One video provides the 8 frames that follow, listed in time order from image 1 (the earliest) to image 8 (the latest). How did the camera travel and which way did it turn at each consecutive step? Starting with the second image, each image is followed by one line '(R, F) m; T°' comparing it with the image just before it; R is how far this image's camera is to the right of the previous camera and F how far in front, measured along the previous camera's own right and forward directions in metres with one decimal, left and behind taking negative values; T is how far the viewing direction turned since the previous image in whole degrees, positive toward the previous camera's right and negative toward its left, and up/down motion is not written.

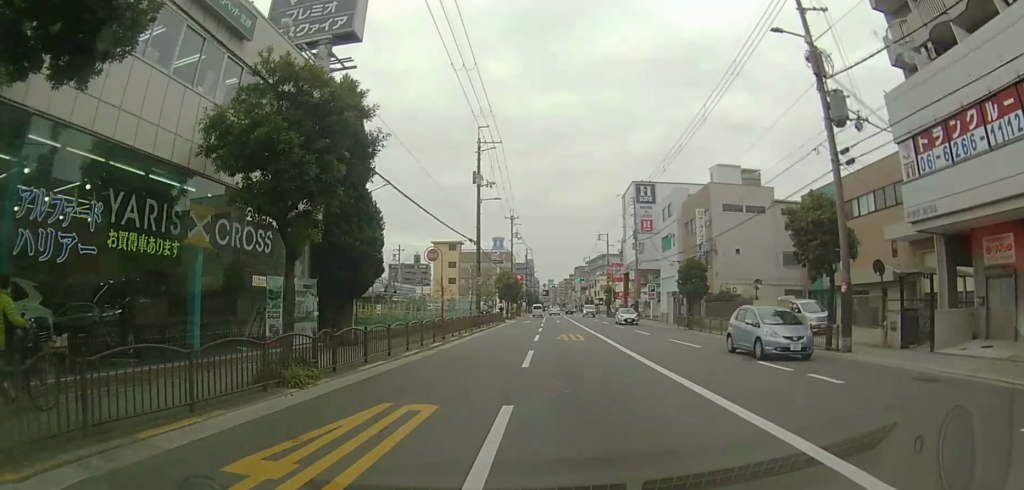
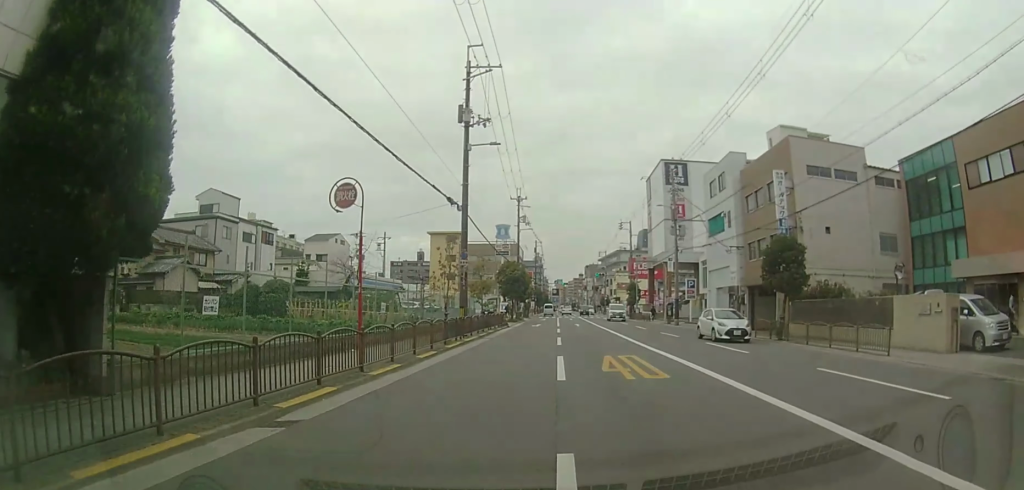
(-0.2, +12.6) m; -1°
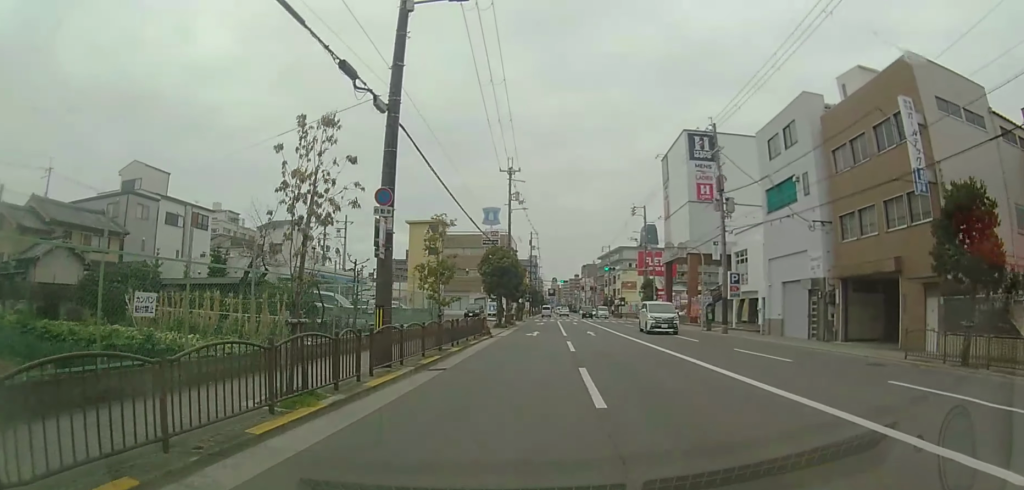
(0.0, +12.1) m; +1°
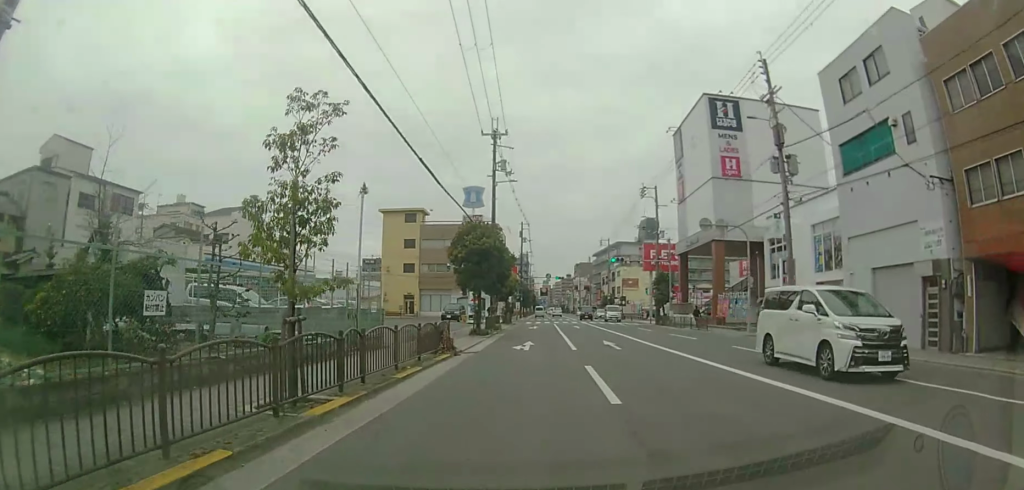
(+0.2, +10.3) m; +1°
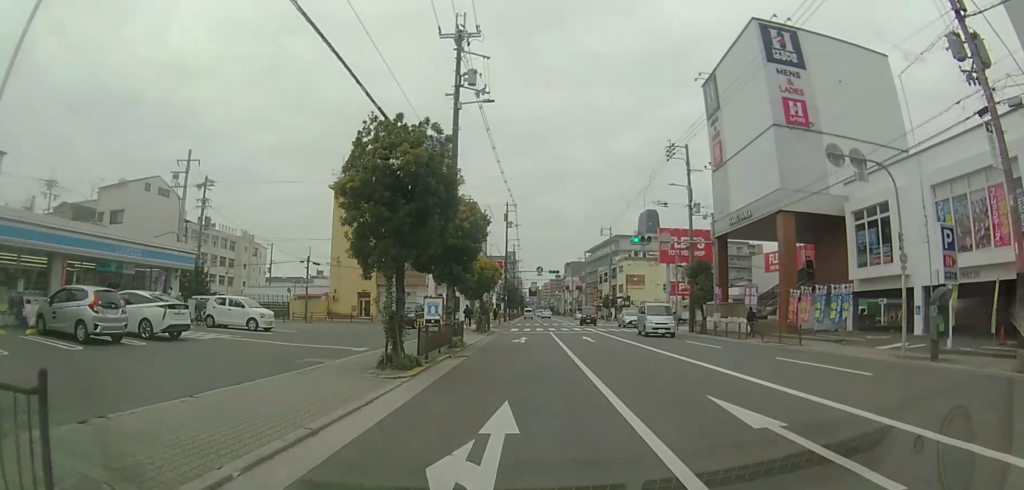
(0.0, +14.6) m; 0°
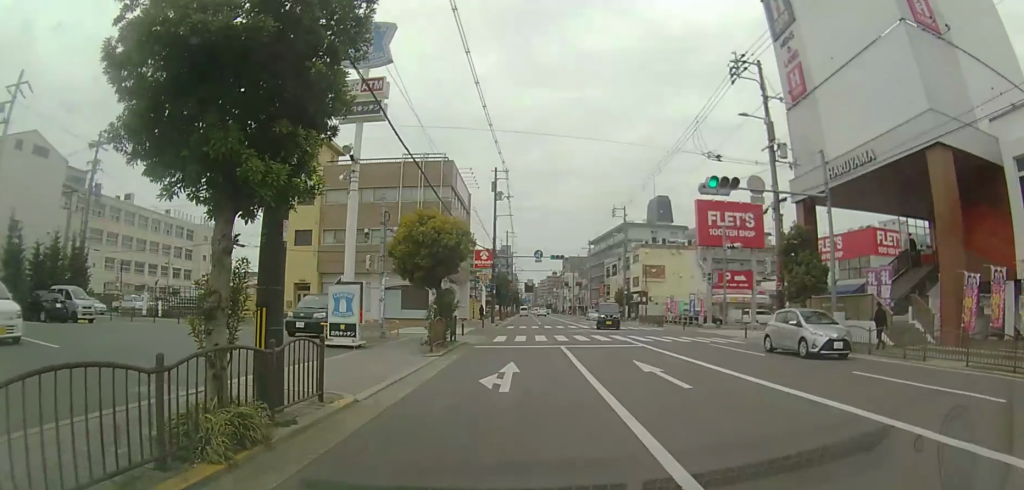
(0.0, +14.4) m; 0°
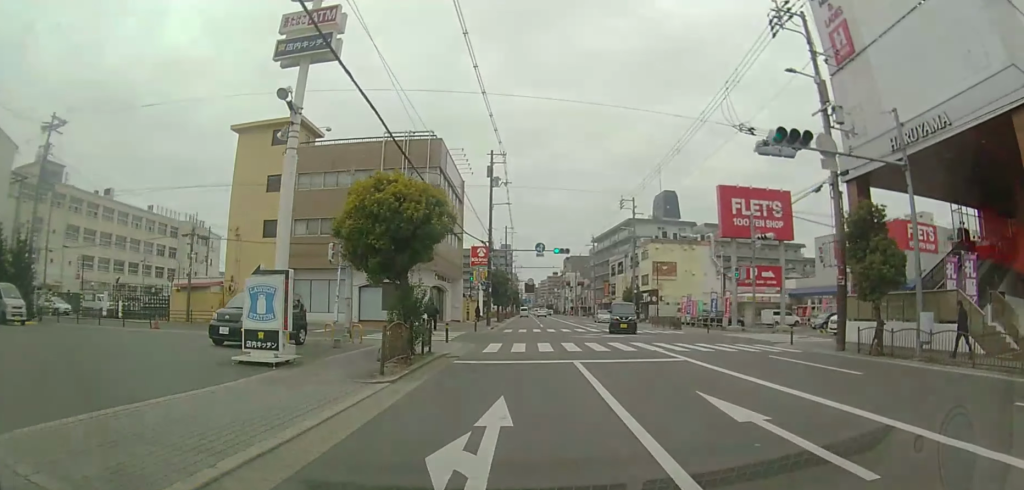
(0.0, +5.1) m; 0°
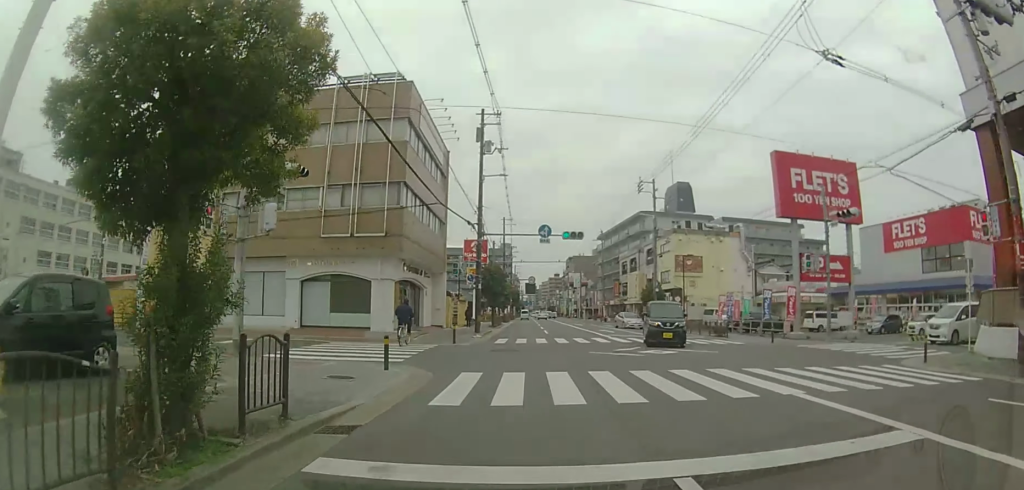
(0.0, +9.1) m; 0°
